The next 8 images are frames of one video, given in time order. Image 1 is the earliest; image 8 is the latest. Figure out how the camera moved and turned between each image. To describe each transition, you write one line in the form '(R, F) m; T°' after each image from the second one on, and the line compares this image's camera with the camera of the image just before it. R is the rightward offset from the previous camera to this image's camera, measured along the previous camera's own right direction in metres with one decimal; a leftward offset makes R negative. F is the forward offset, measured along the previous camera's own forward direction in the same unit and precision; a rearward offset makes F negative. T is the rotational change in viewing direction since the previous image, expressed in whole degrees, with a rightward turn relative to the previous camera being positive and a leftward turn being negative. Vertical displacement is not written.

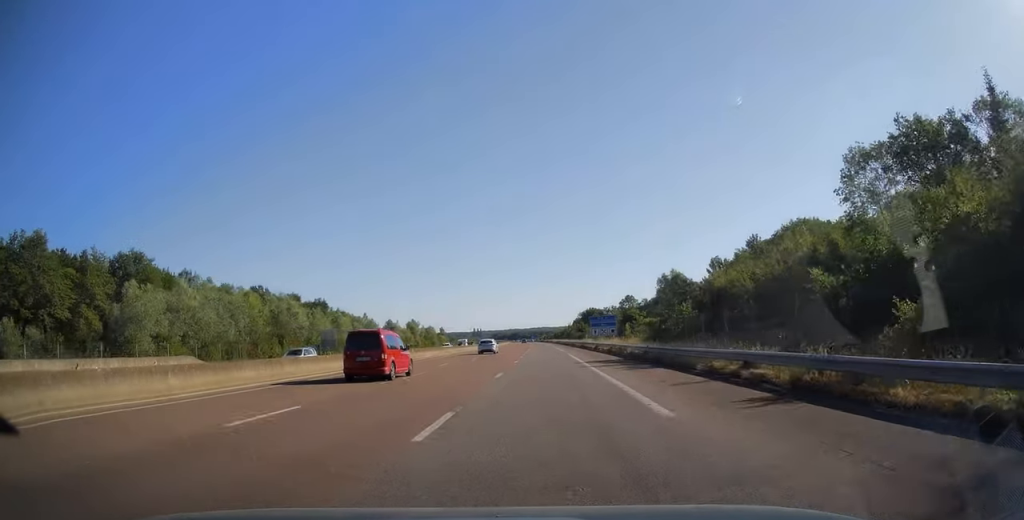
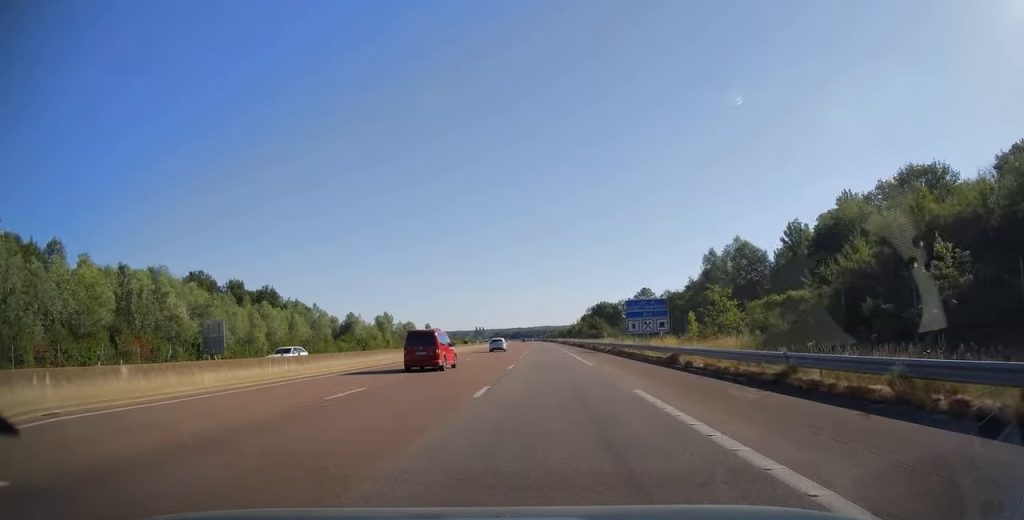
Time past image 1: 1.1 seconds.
(-0.3, +34.3) m; 0°
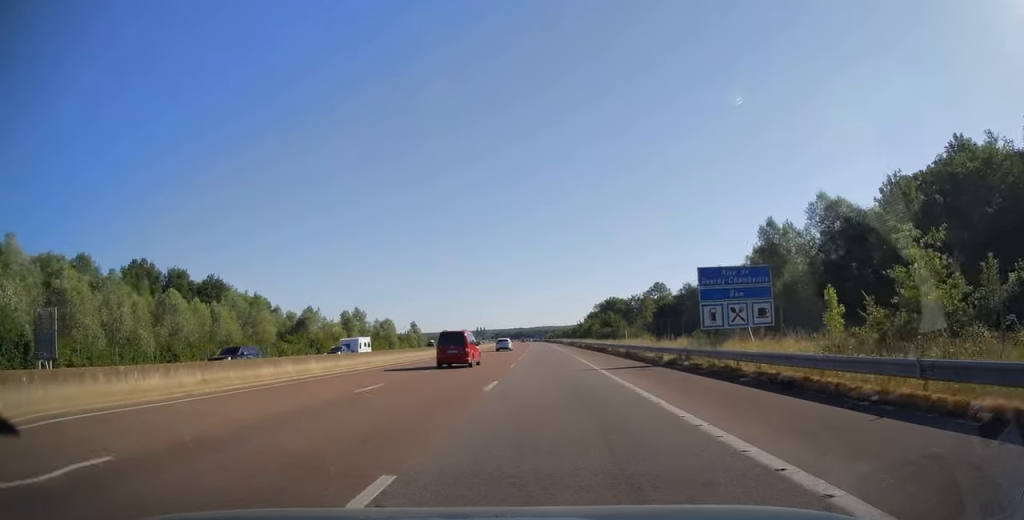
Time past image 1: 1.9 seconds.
(0.0, +23.9) m; 0°
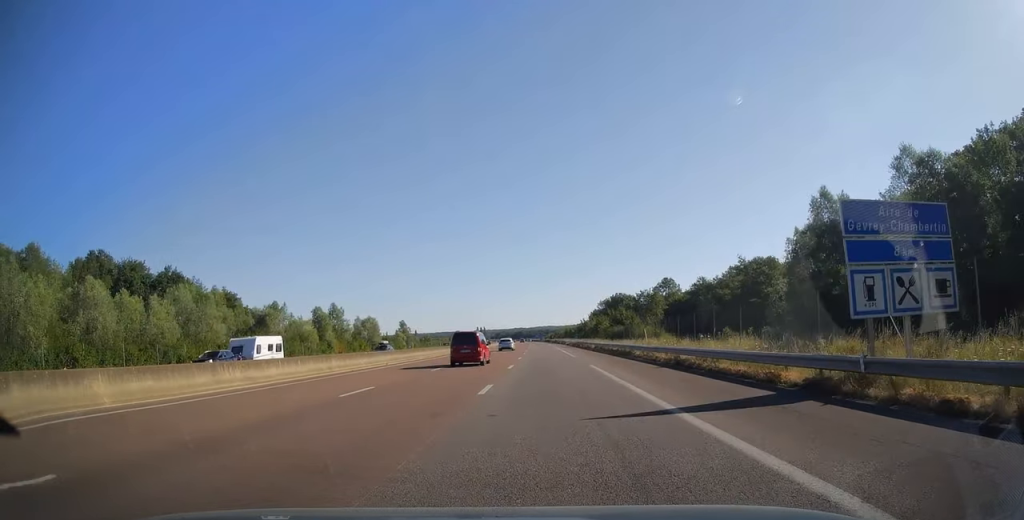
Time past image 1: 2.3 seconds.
(0.0, +14.0) m; 0°
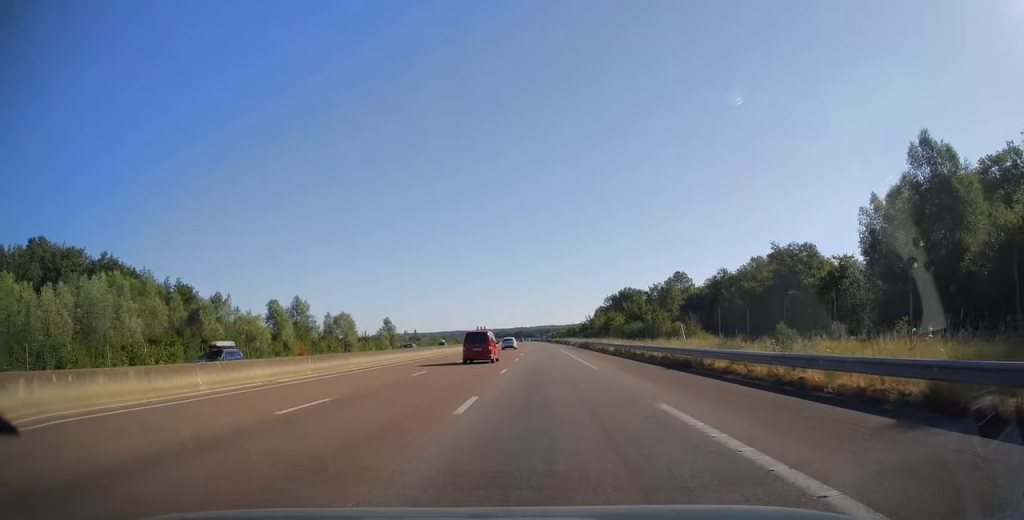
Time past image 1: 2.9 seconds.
(0.0, +16.6) m; 0°
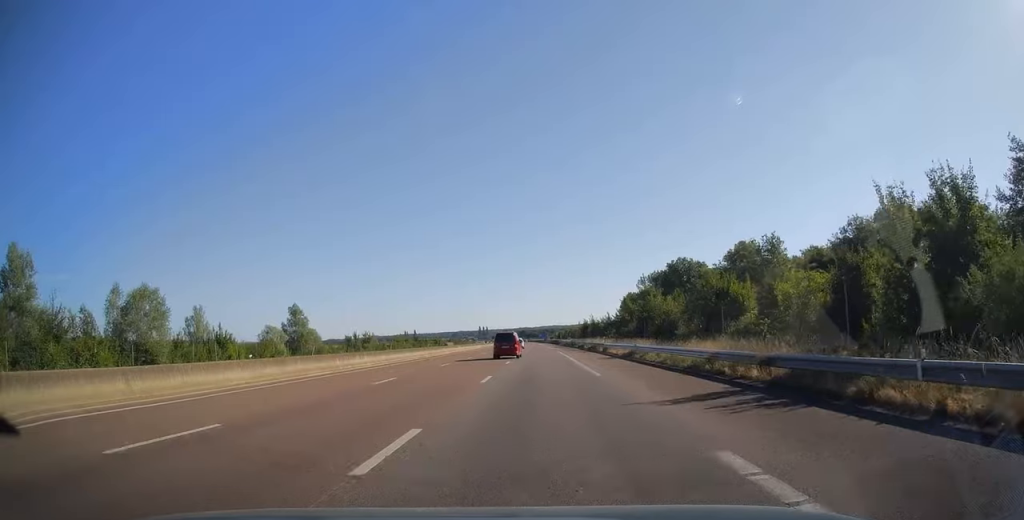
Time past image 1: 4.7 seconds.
(-0.4, +56.6) m; 0°
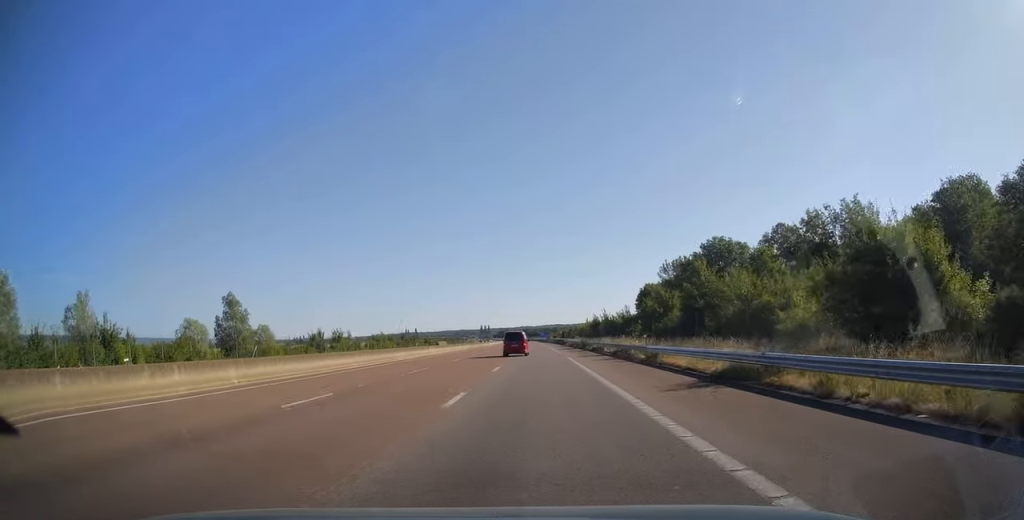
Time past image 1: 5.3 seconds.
(0.0, +19.7) m; 0°
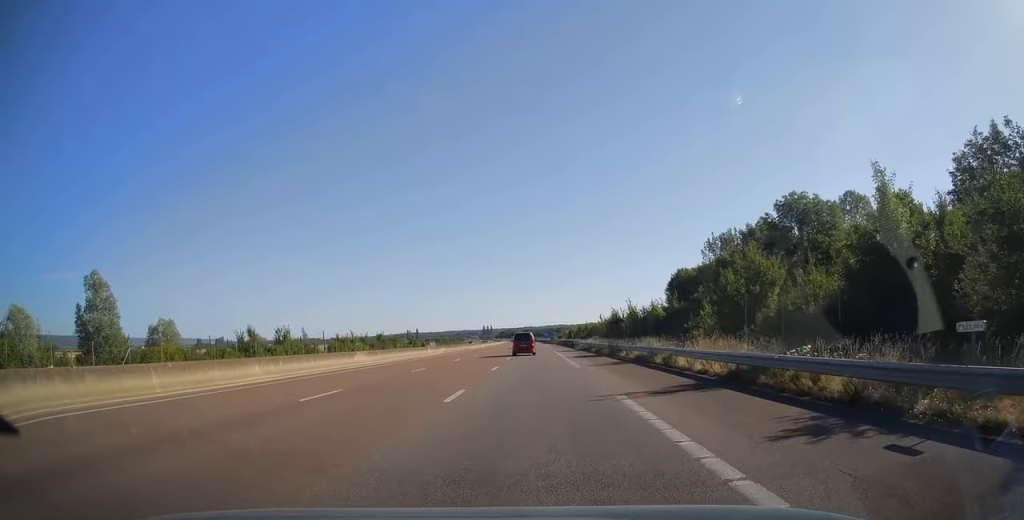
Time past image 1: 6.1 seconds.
(0.0, +24.9) m; -1°
